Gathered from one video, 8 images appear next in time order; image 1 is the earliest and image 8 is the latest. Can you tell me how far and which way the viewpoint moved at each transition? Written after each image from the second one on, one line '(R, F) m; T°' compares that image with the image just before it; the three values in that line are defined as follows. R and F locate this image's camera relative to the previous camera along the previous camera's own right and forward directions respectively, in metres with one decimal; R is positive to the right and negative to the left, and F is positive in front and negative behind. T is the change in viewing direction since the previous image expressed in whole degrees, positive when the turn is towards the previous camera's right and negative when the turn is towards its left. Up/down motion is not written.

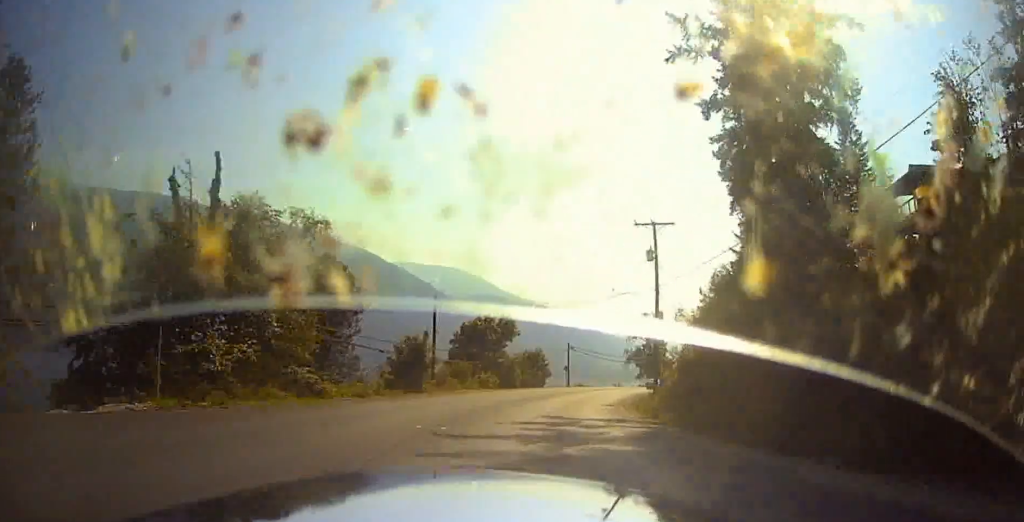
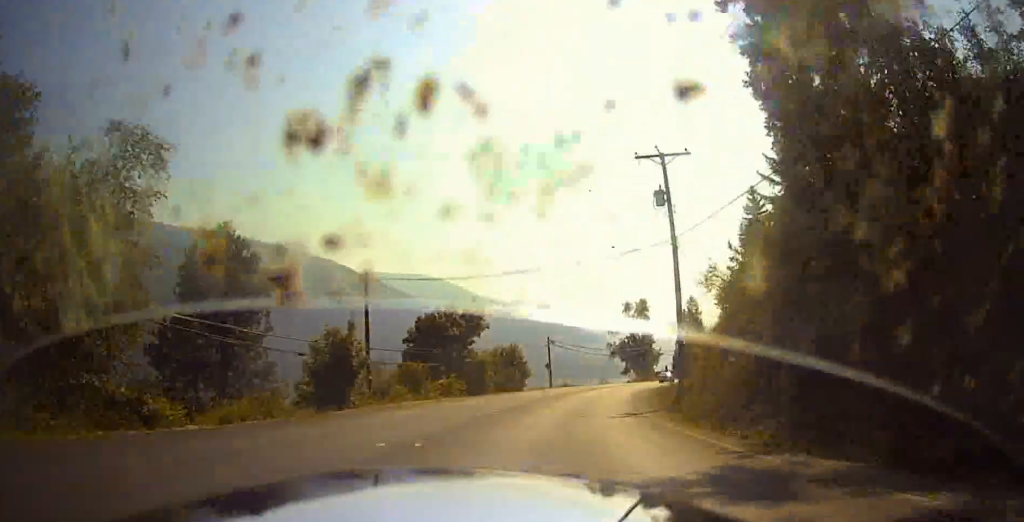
(-0.2, +12.8) m; +2°
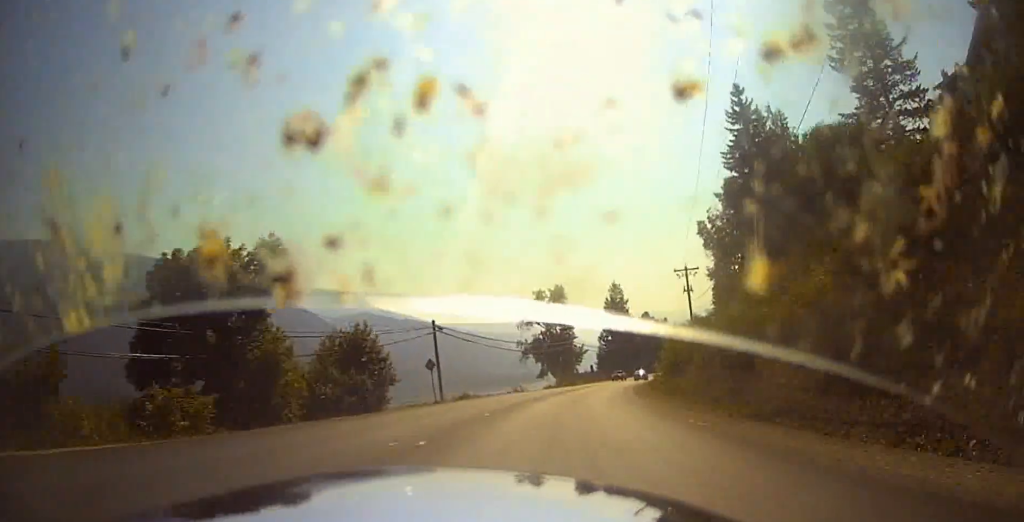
(+2.0, +28.6) m; +6°
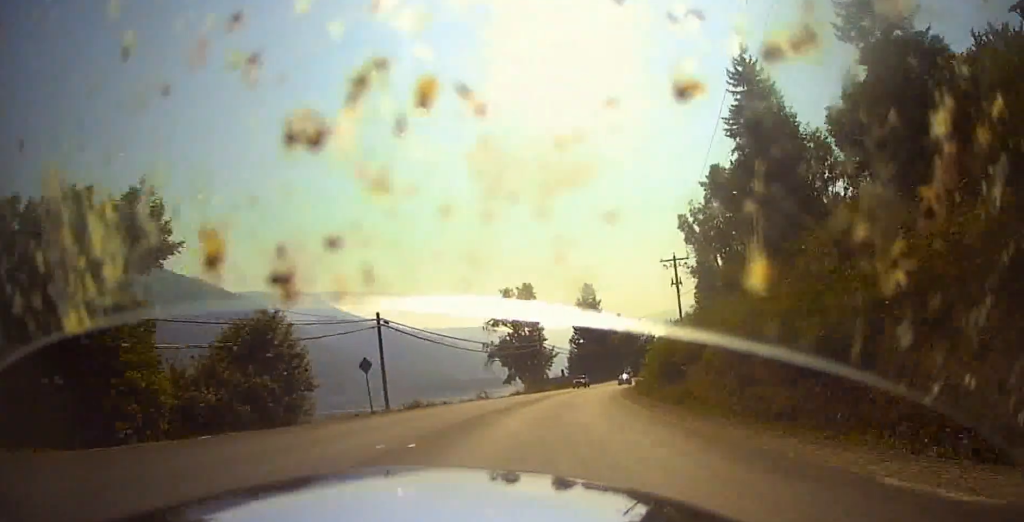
(0.0, +8.6) m; +1°
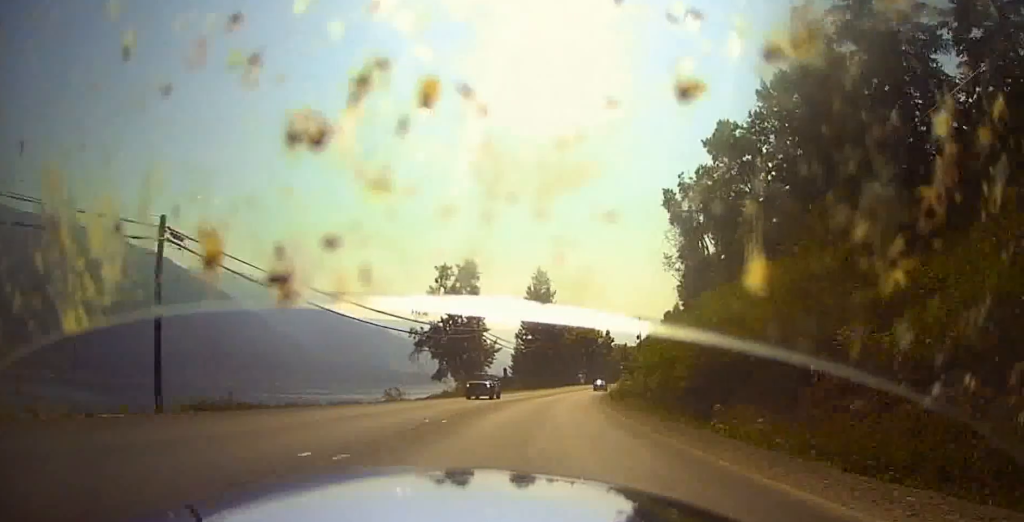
(+1.0, +21.0) m; +7°
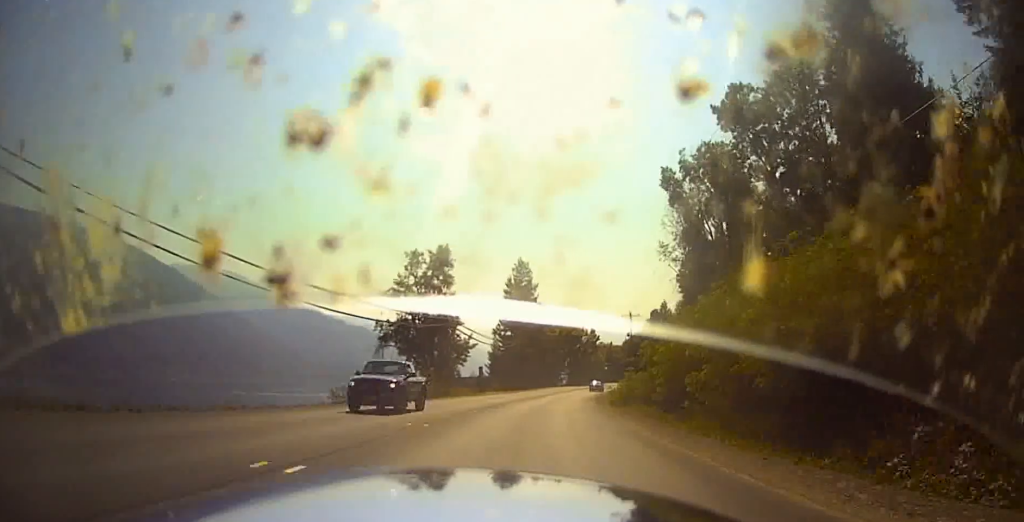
(+0.4, +9.9) m; +4°
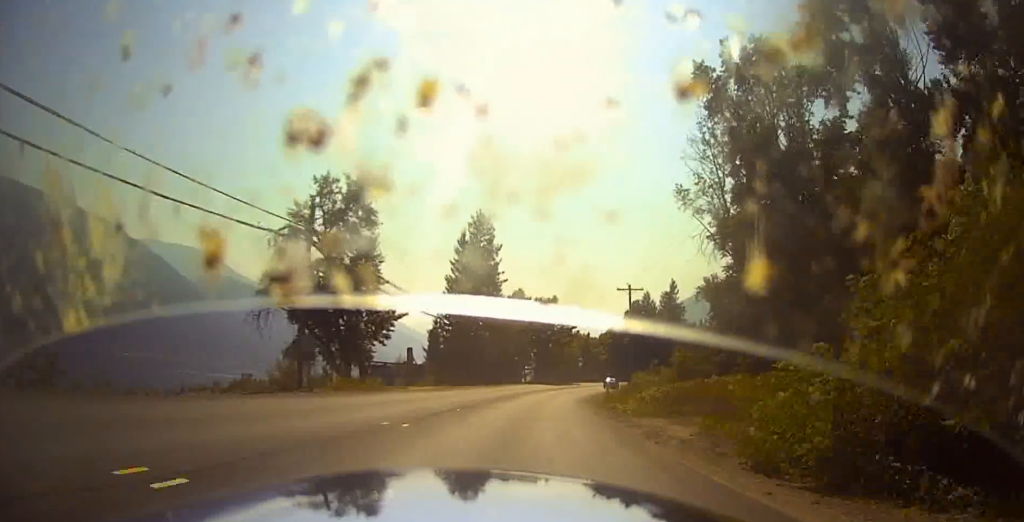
(+1.1, +27.7) m; +6°
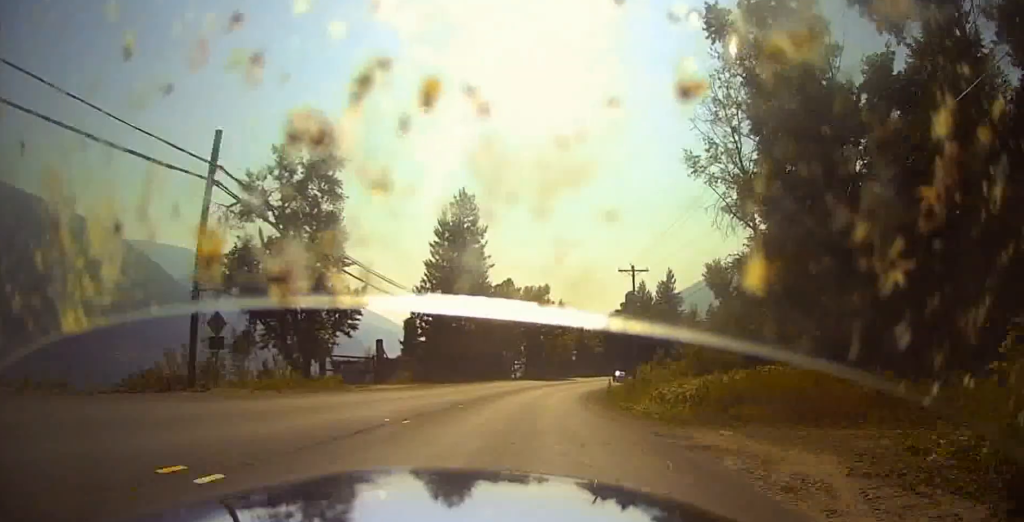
(-0.3, +8.3) m; +3°
